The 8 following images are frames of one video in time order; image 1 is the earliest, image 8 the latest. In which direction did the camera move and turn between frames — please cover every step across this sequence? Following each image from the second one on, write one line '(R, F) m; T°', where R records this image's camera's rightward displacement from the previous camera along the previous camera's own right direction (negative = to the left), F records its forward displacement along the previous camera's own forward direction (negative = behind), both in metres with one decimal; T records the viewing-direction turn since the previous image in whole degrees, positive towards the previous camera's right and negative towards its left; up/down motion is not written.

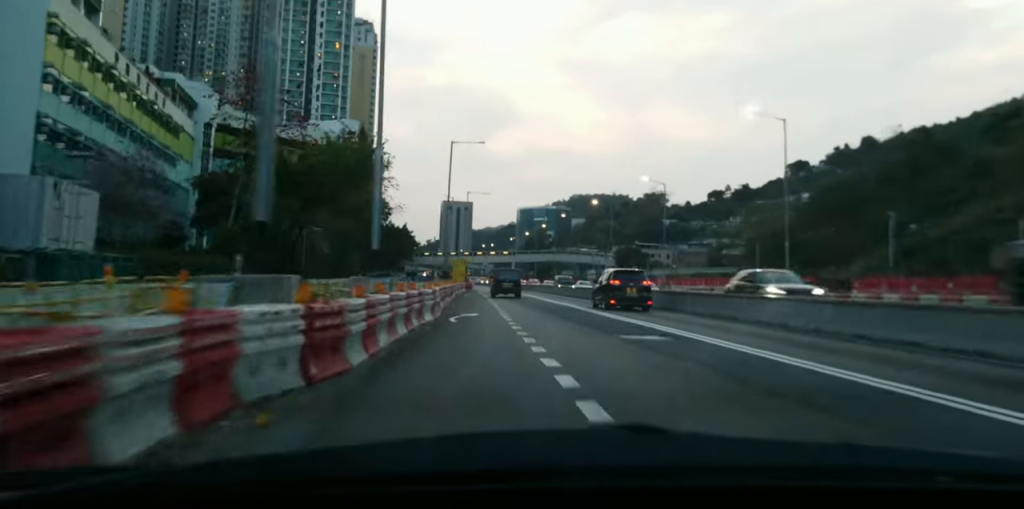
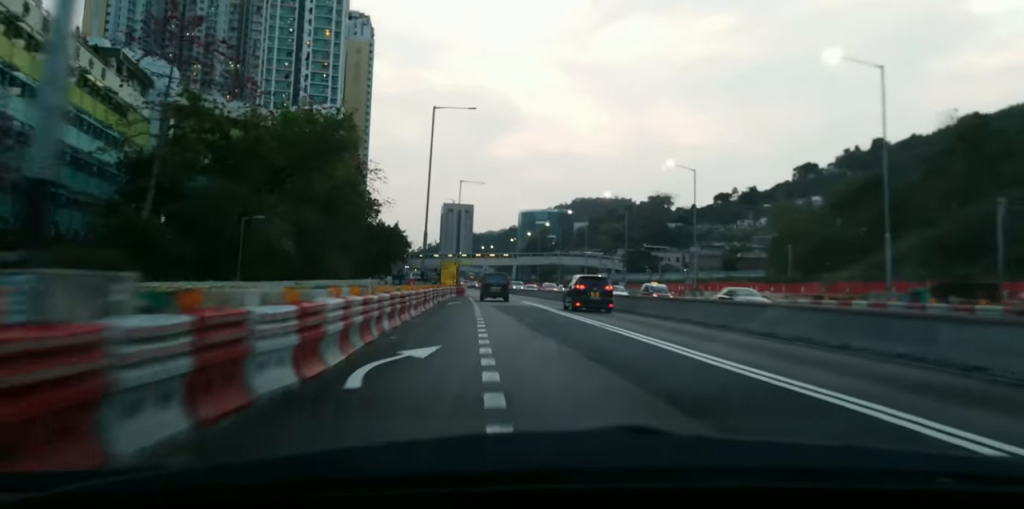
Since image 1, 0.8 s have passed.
(-0.2, +12.6) m; 0°
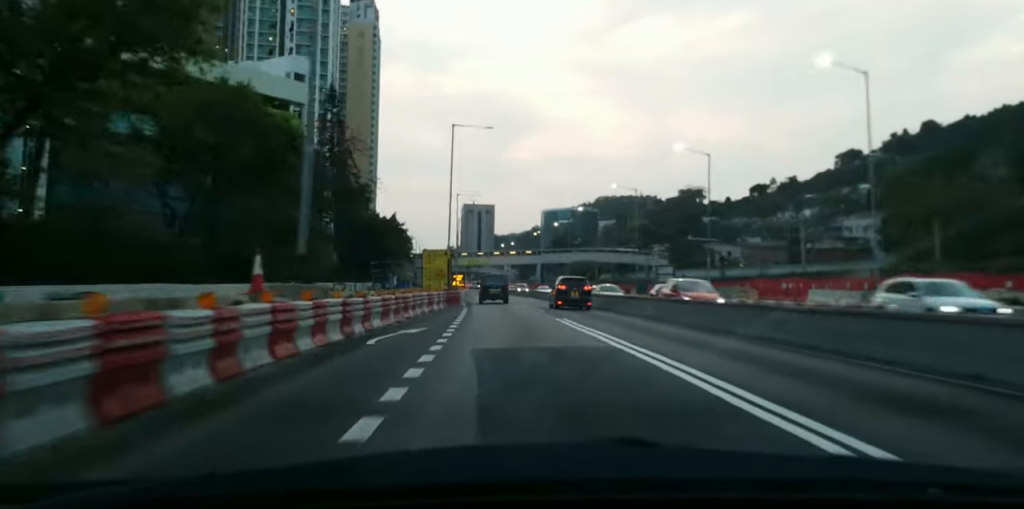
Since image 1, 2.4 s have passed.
(+0.1, +27.4) m; -1°
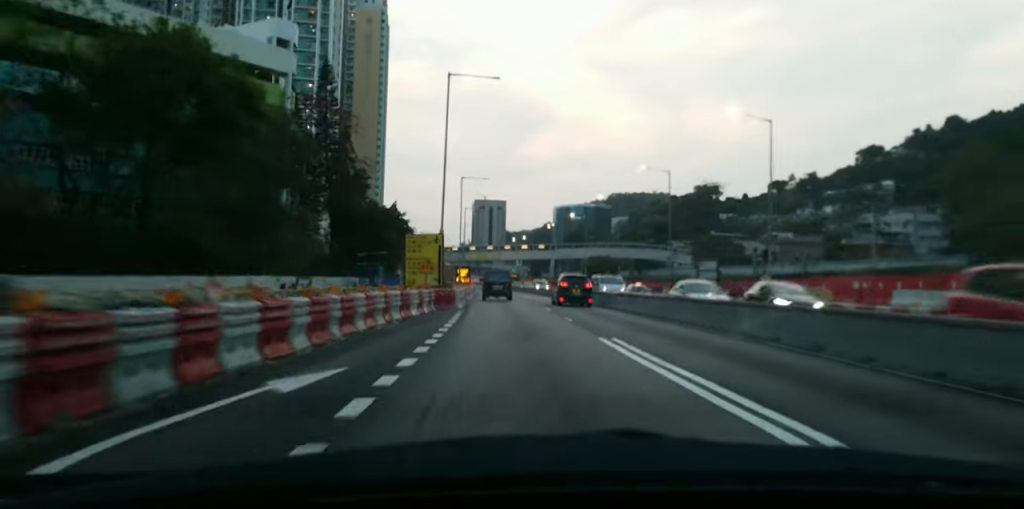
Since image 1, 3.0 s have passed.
(-0.1, +11.0) m; -1°
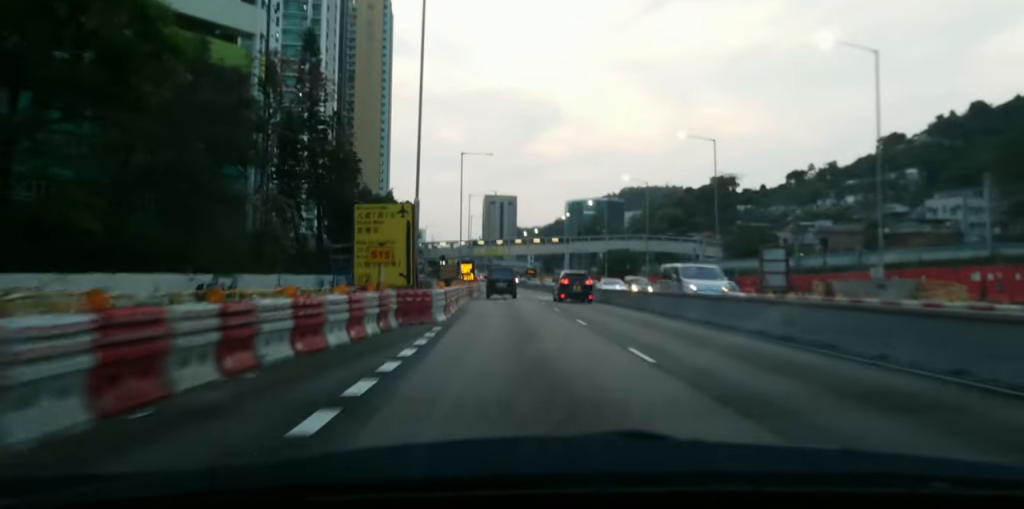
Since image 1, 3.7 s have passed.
(-0.2, +12.7) m; -1°
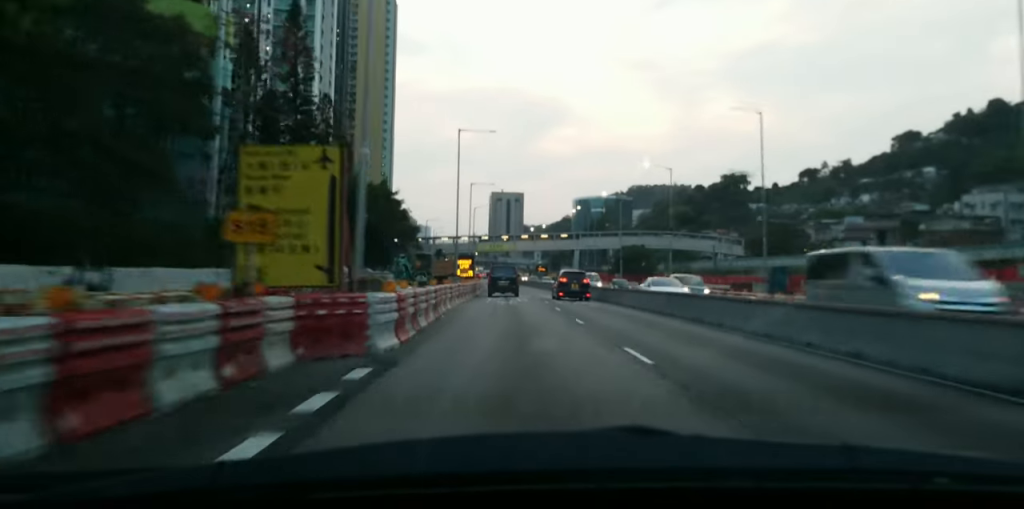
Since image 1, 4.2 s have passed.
(0.0, +9.2) m; -1°
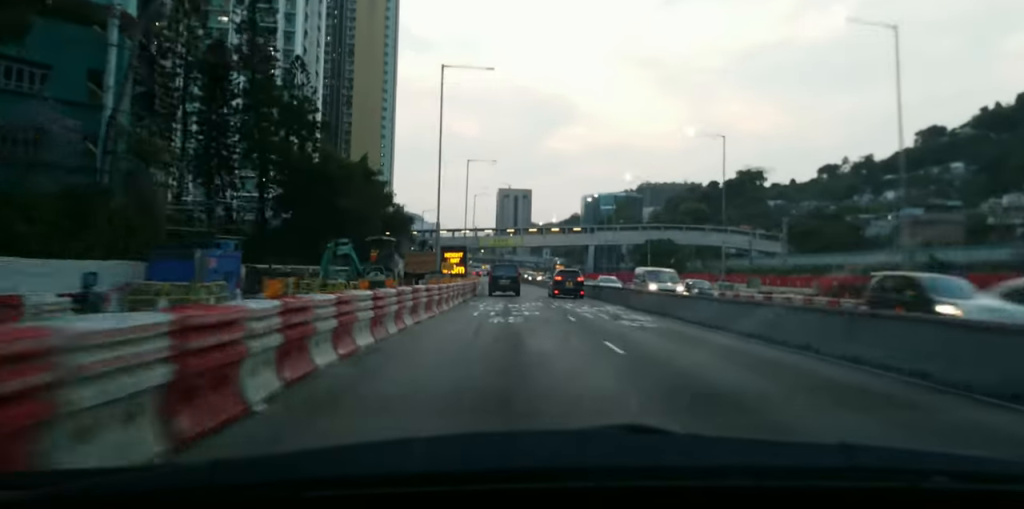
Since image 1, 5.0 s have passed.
(-0.1, +16.9) m; -1°
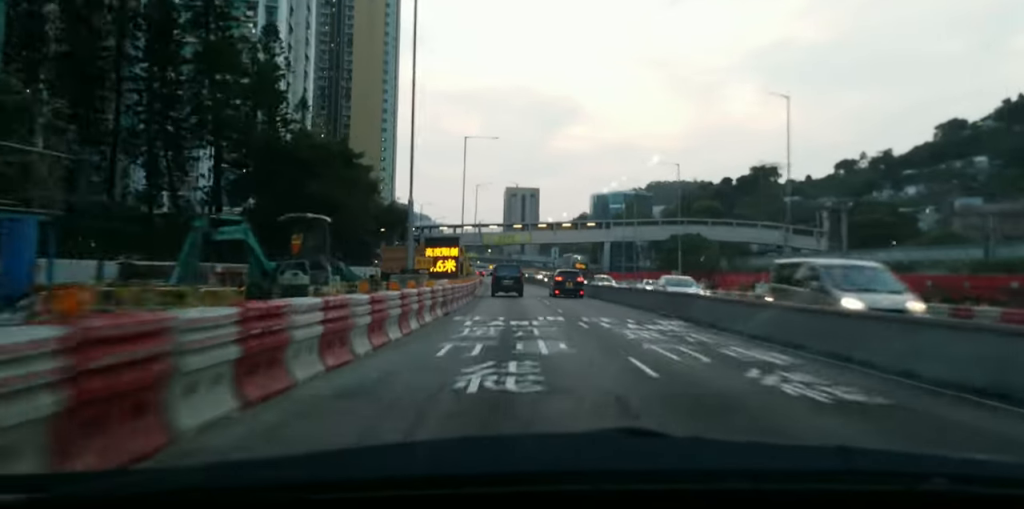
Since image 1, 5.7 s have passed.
(-0.1, +12.3) m; -1°
